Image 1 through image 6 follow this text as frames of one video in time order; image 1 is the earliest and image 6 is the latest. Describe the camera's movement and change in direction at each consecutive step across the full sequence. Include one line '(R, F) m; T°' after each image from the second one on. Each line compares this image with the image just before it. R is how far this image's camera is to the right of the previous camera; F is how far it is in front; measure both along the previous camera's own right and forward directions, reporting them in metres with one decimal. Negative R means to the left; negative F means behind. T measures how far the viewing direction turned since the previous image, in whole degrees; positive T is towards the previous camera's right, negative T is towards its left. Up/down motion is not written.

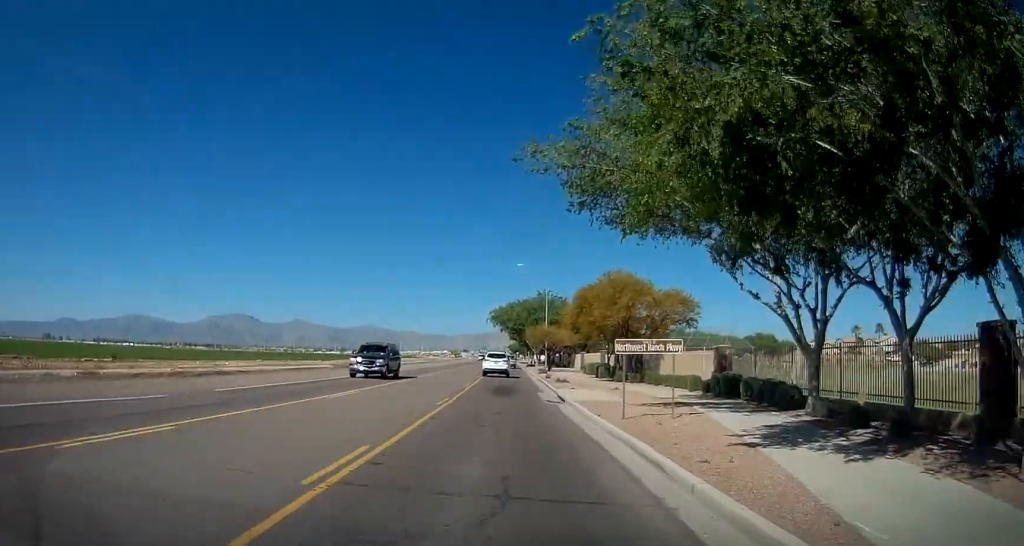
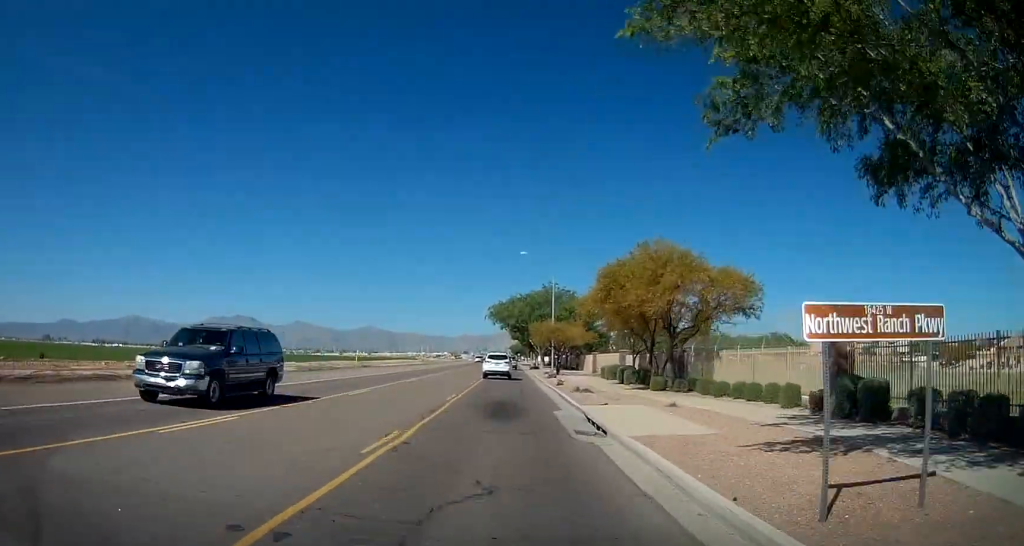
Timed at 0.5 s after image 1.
(+0.2, +9.2) m; +1°
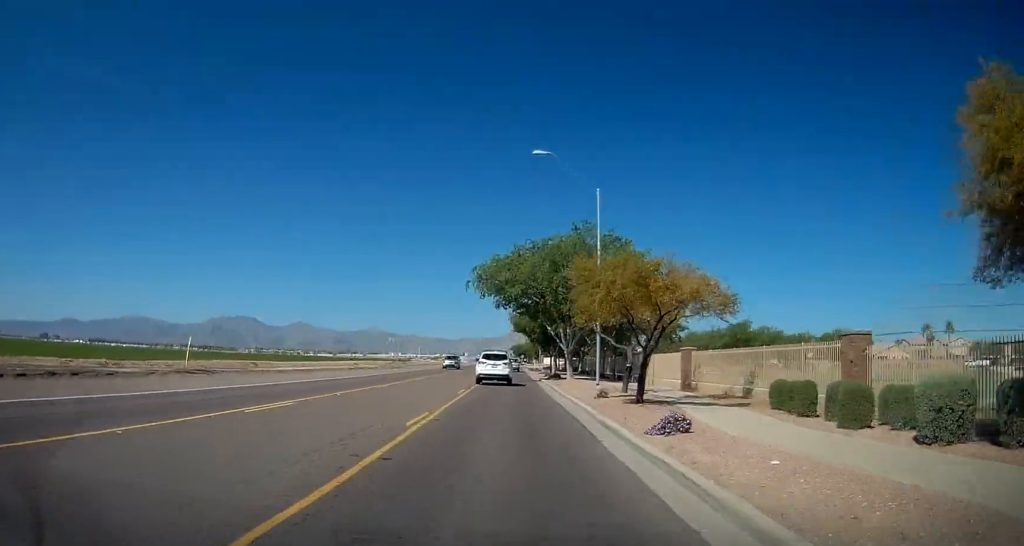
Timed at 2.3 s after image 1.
(+0.3, +32.3) m; 0°
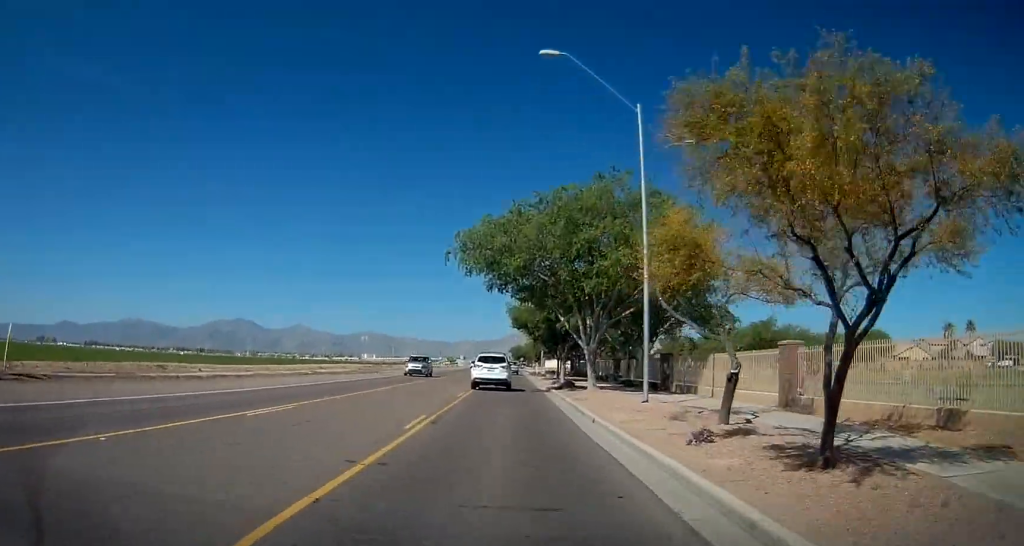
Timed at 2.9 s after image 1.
(0.0, +11.8) m; -1°
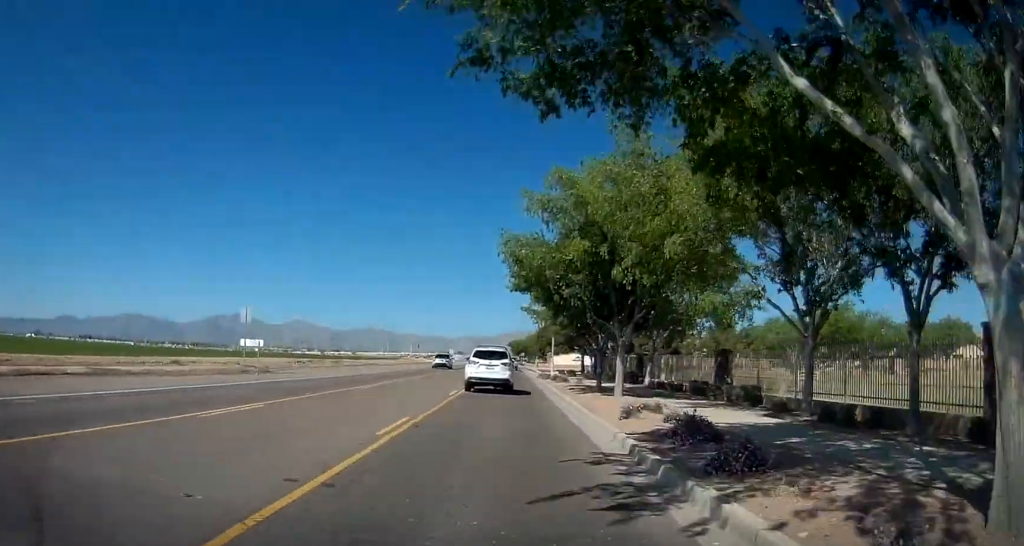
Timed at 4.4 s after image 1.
(-0.9, +24.8) m; -4°
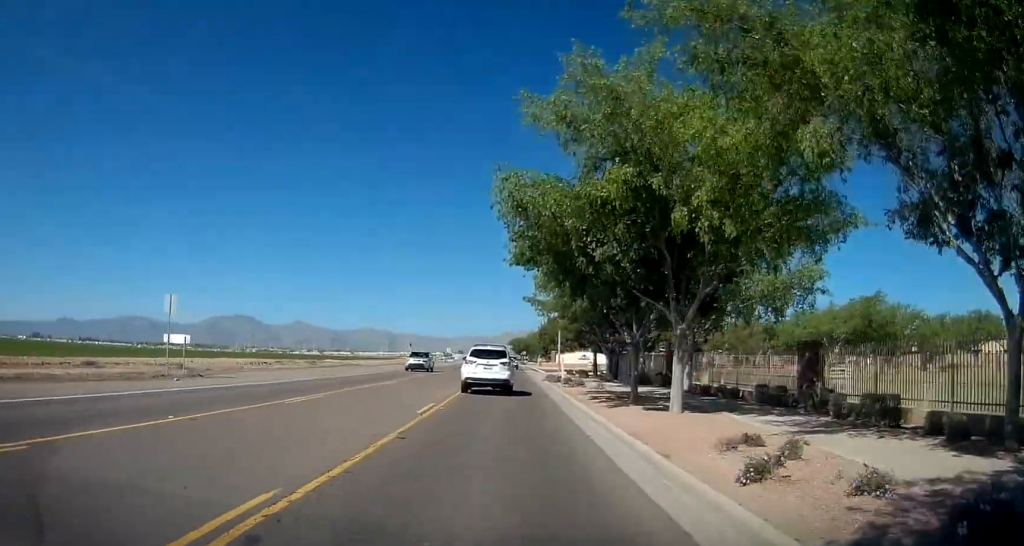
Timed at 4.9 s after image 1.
(-0.1, +7.6) m; -1°
